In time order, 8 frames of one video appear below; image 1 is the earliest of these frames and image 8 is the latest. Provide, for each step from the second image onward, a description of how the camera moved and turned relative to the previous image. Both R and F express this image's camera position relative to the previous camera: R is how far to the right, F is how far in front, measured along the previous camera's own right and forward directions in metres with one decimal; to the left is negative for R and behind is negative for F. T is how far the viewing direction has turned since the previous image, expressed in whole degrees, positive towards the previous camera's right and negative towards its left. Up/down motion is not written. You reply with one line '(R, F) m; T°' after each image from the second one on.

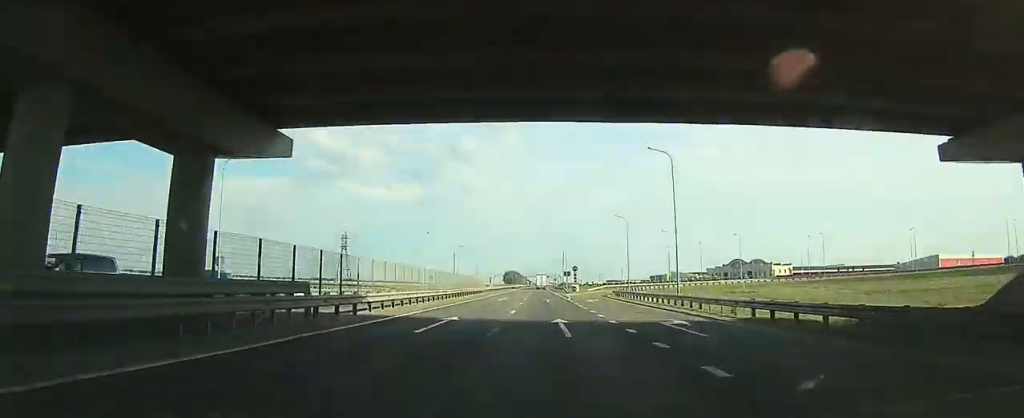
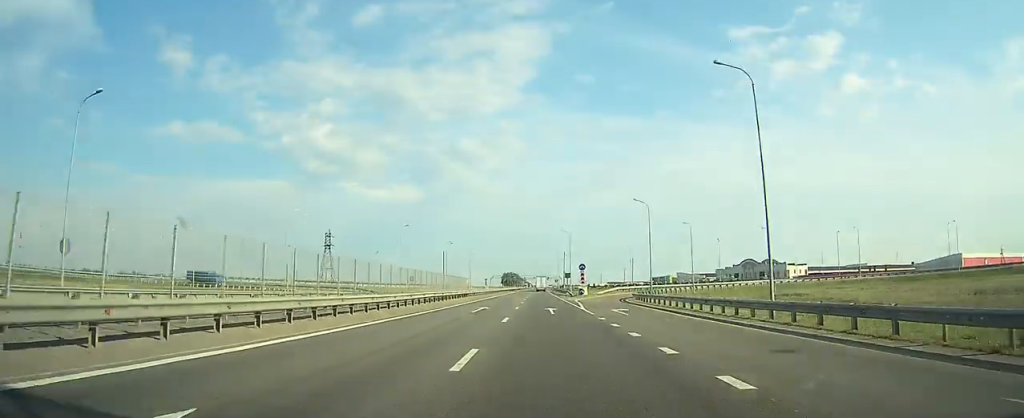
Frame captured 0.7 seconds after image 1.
(-0.1, +17.1) m; 0°
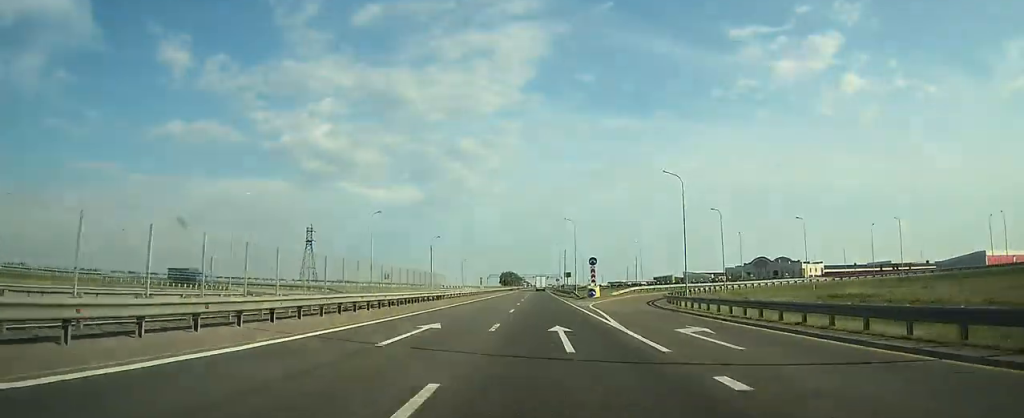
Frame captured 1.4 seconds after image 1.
(+0.1, +16.3) m; 0°
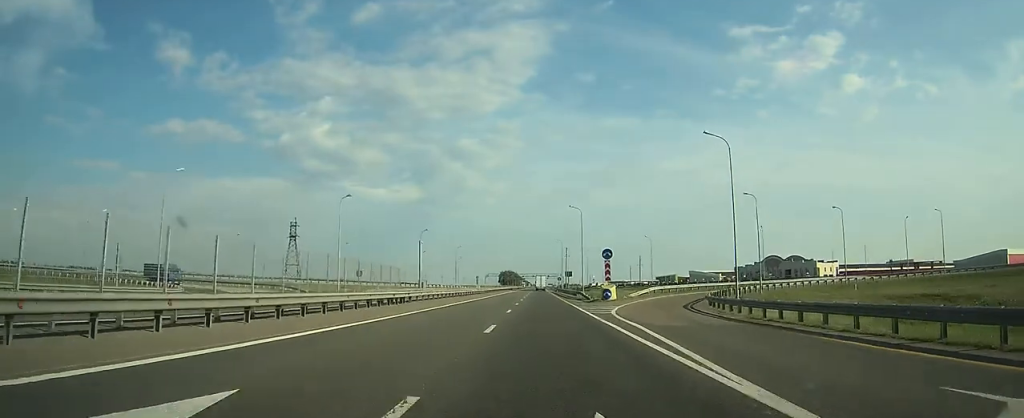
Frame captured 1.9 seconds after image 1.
(0.0, +13.0) m; 0°
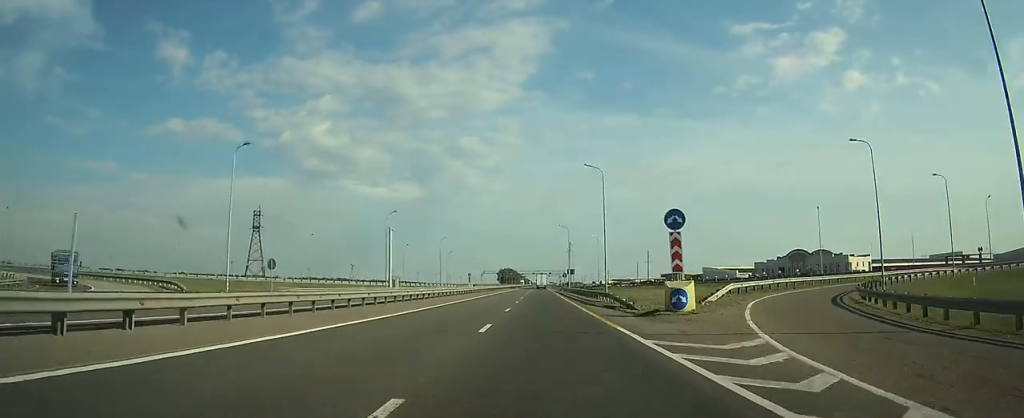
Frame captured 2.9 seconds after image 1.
(0.0, +24.4) m; 0°
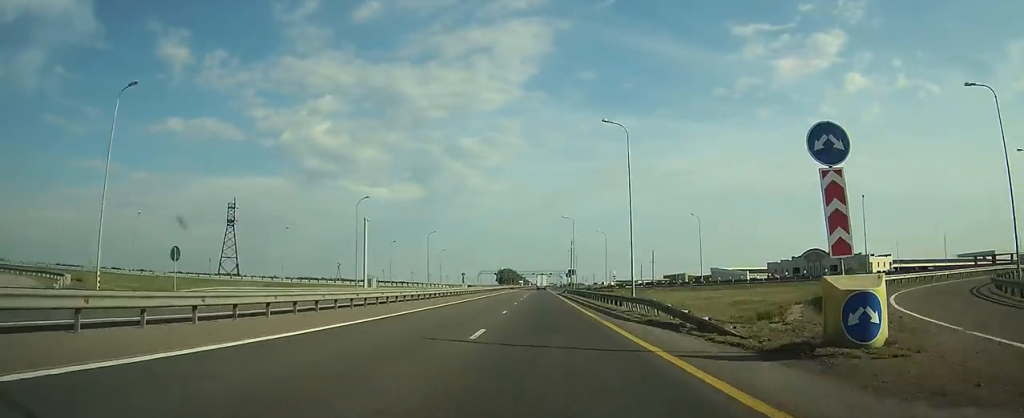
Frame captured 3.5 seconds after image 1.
(0.0, +13.8) m; 0°
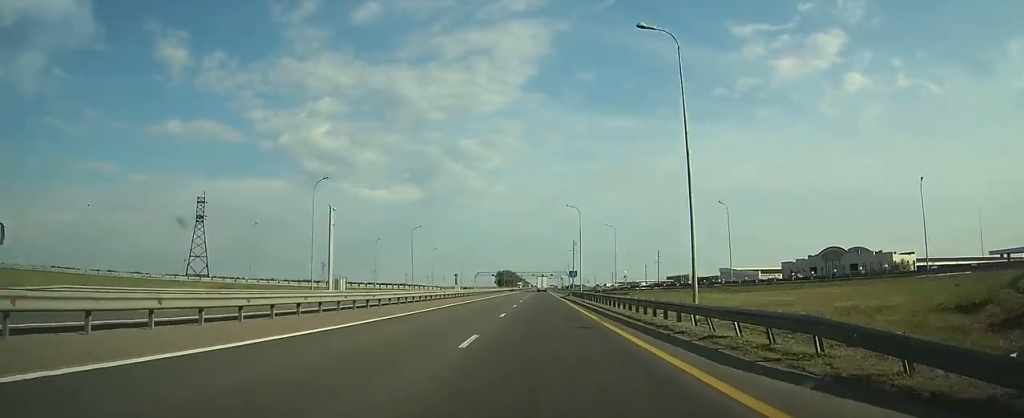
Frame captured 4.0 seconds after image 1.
(0.0, +13.8) m; 0°
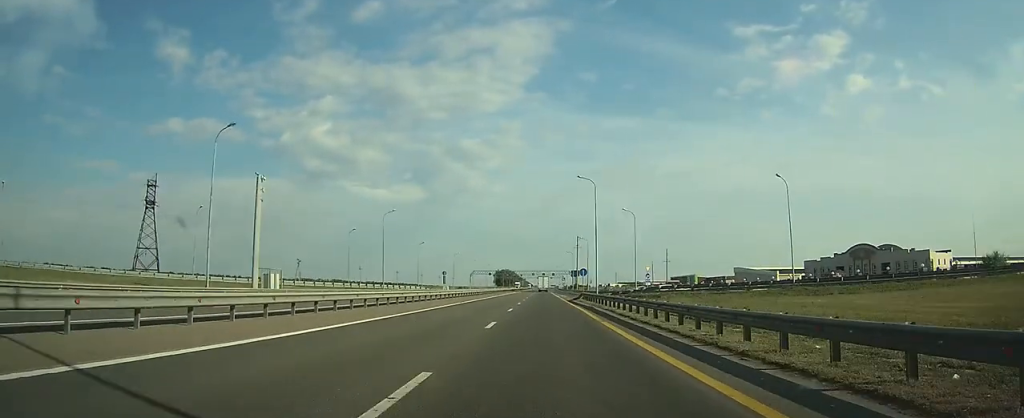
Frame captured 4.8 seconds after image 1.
(0.0, +18.7) m; 0°
